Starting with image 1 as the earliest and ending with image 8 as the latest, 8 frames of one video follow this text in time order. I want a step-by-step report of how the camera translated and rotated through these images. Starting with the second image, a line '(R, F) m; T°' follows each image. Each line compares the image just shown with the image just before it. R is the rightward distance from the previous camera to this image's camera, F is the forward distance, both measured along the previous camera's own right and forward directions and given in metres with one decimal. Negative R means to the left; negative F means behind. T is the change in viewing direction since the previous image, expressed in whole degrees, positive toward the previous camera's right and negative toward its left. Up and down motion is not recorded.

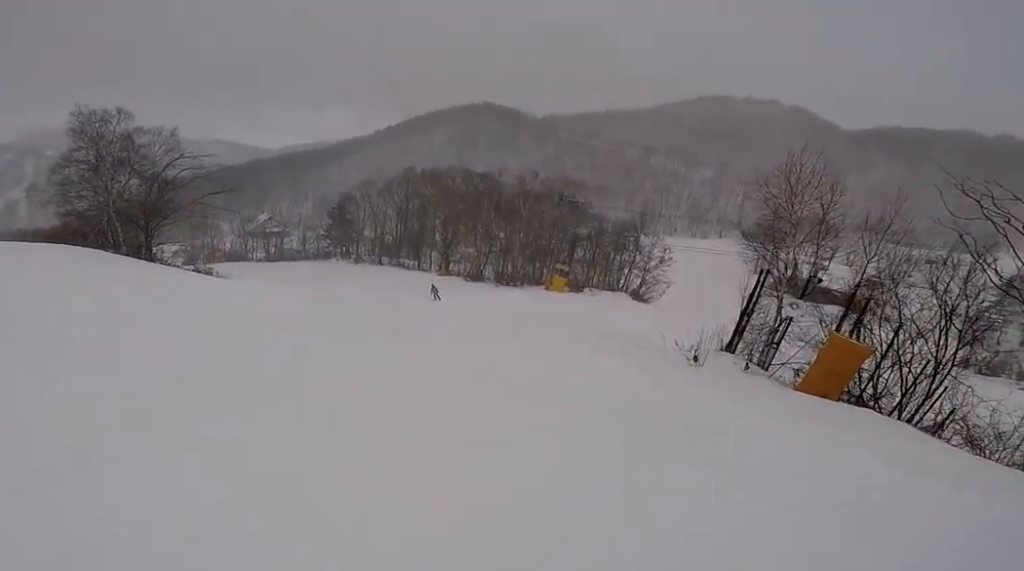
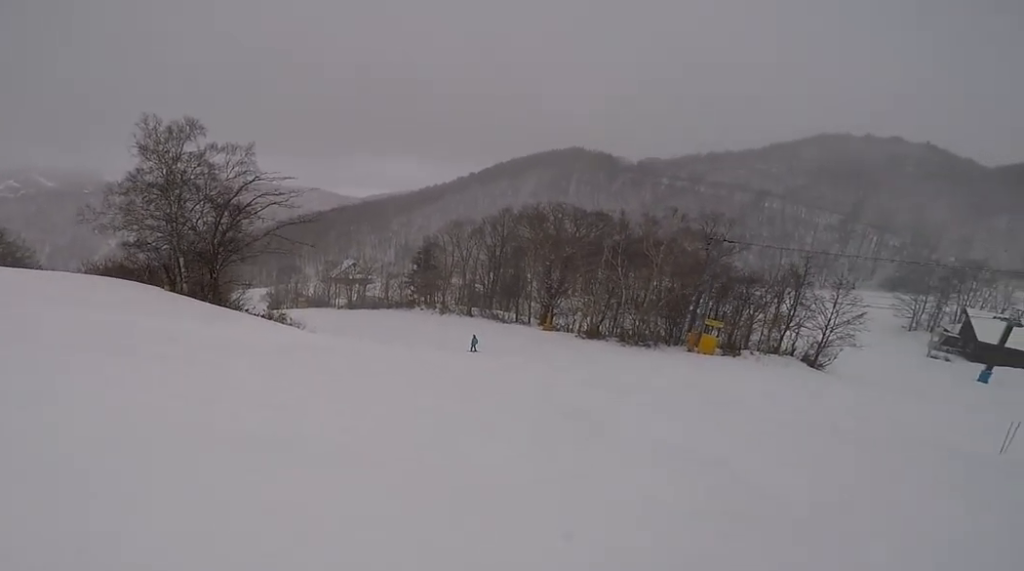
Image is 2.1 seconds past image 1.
(-1.9, +6.9) m; -14°
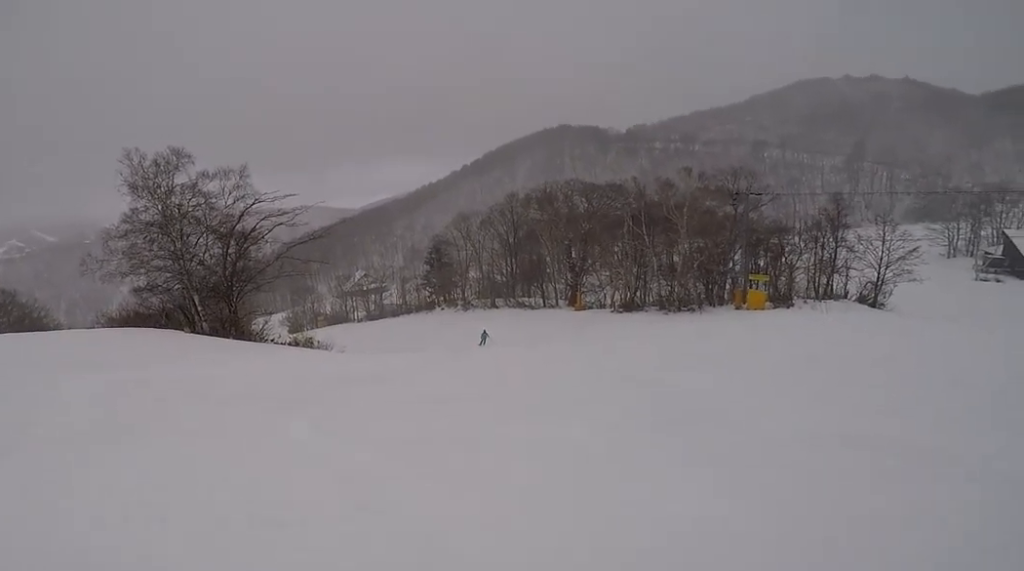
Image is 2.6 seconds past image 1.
(-0.1, +2.0) m; +6°
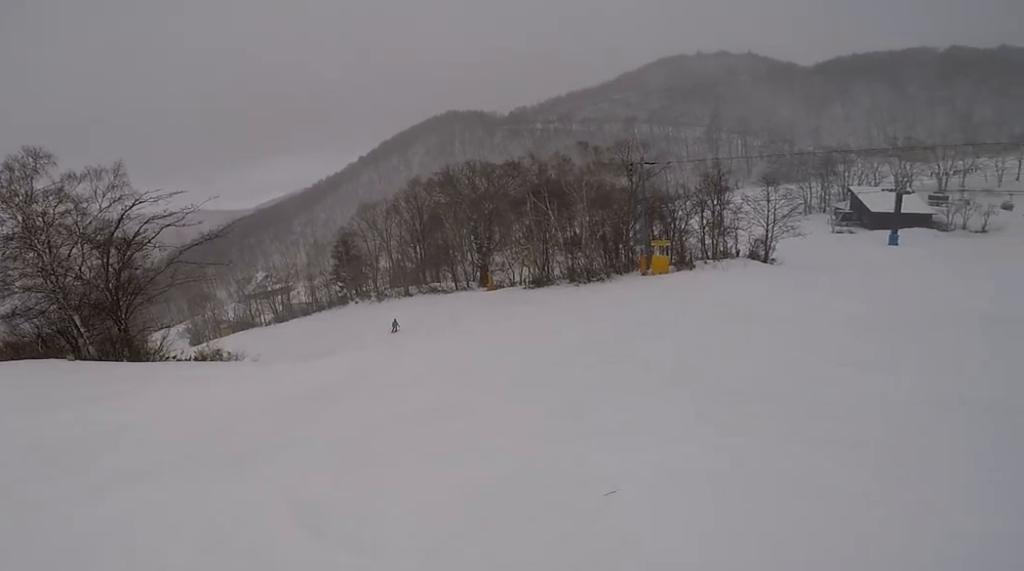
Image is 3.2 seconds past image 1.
(+0.3, +2.2) m; +11°
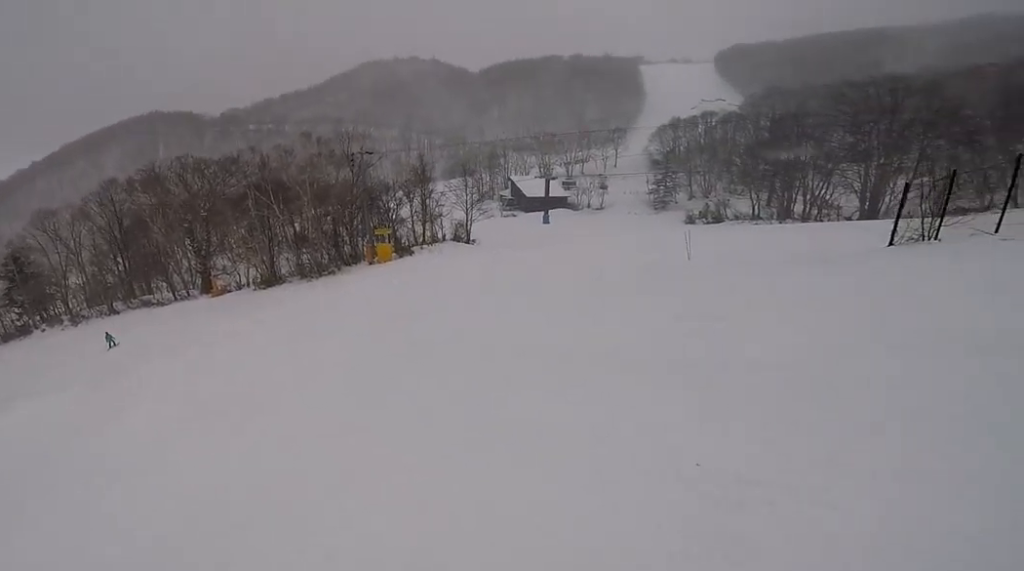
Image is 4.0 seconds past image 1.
(+0.3, +2.7) m; +14°
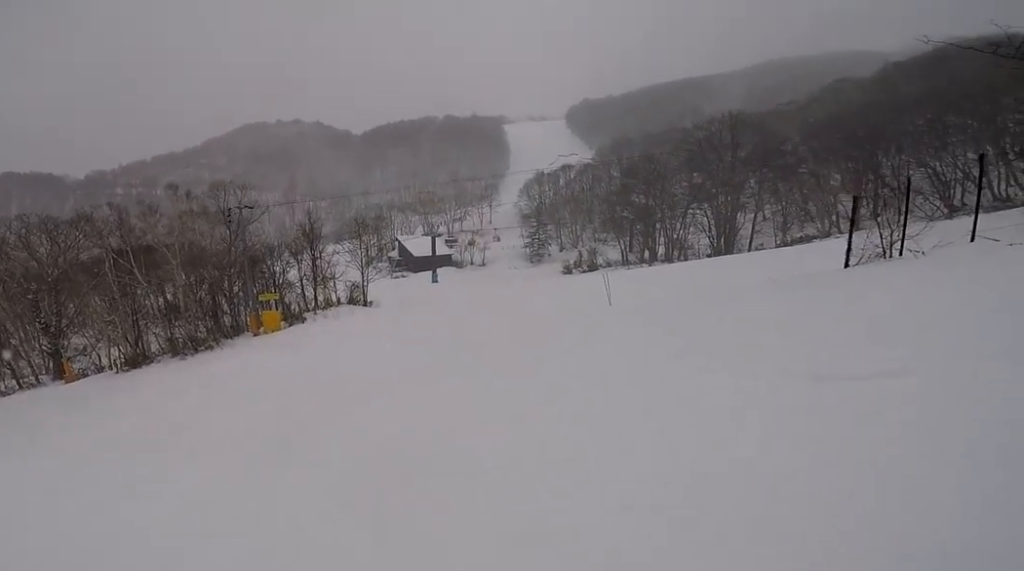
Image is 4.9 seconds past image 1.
(+0.4, +3.1) m; +14°
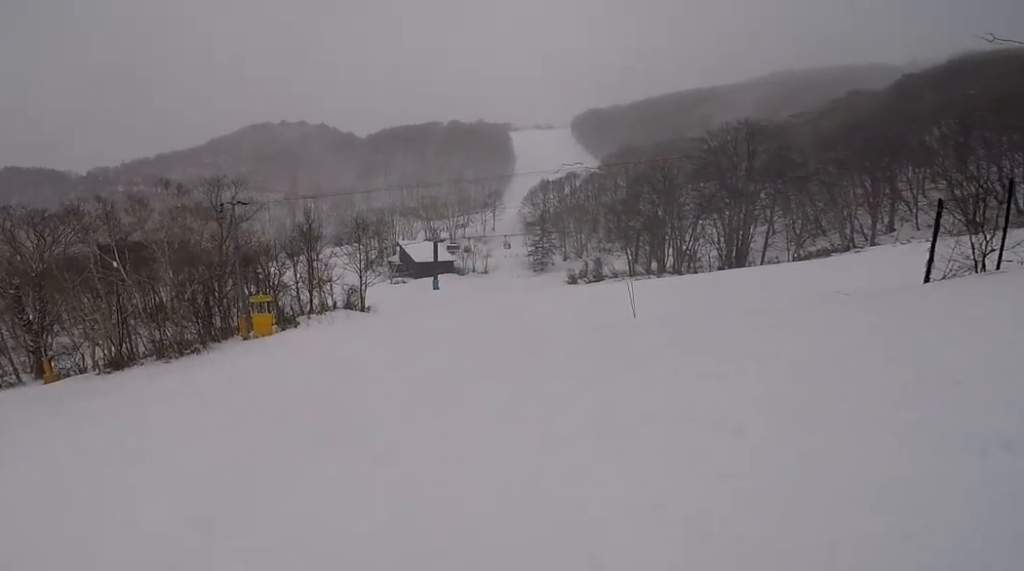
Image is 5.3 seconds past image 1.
(+0.2, +1.9) m; +3°
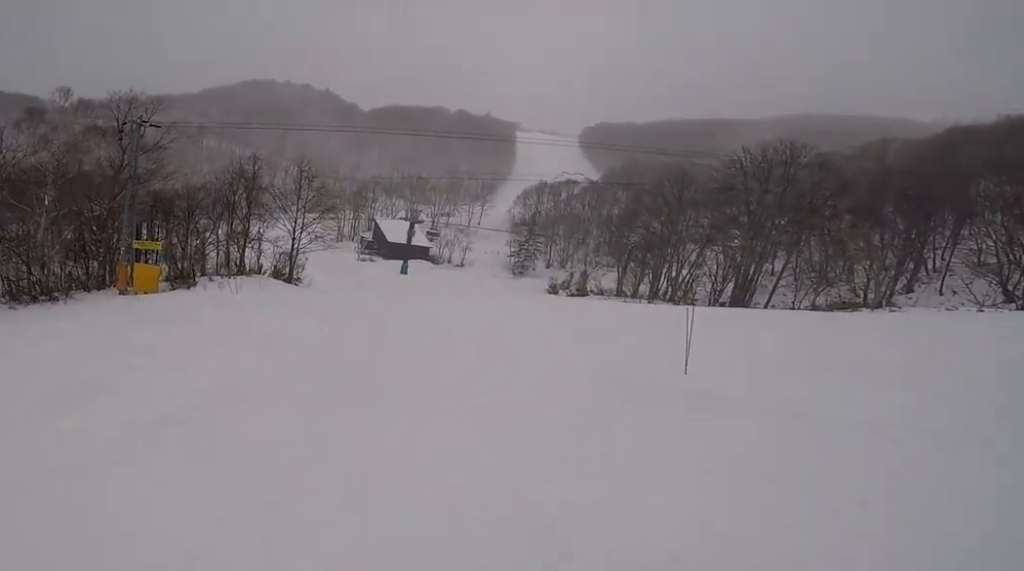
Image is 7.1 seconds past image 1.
(+0.1, +7.7) m; -6°
